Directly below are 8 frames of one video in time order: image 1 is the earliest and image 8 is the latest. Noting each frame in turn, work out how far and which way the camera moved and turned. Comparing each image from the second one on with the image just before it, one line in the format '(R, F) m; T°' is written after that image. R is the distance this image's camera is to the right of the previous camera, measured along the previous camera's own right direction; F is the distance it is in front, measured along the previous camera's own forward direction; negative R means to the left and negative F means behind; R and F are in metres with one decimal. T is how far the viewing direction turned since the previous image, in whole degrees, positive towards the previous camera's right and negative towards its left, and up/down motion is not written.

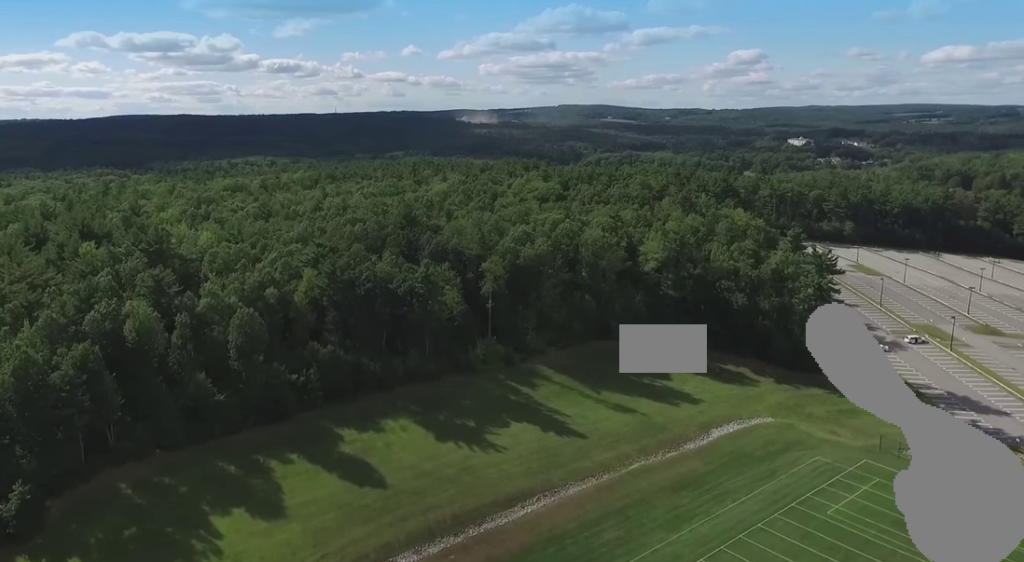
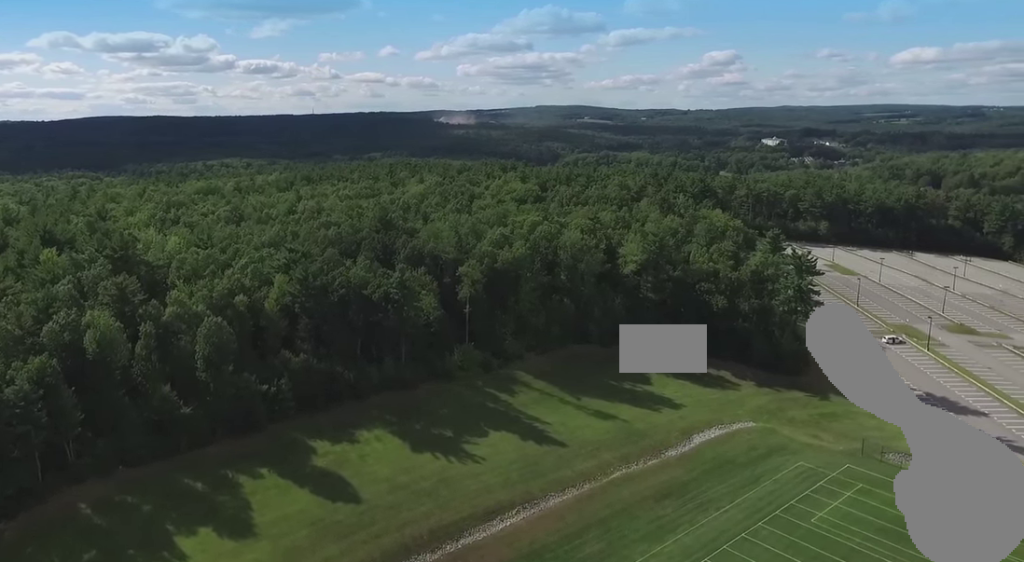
(+0.1, +3.6) m; +1°
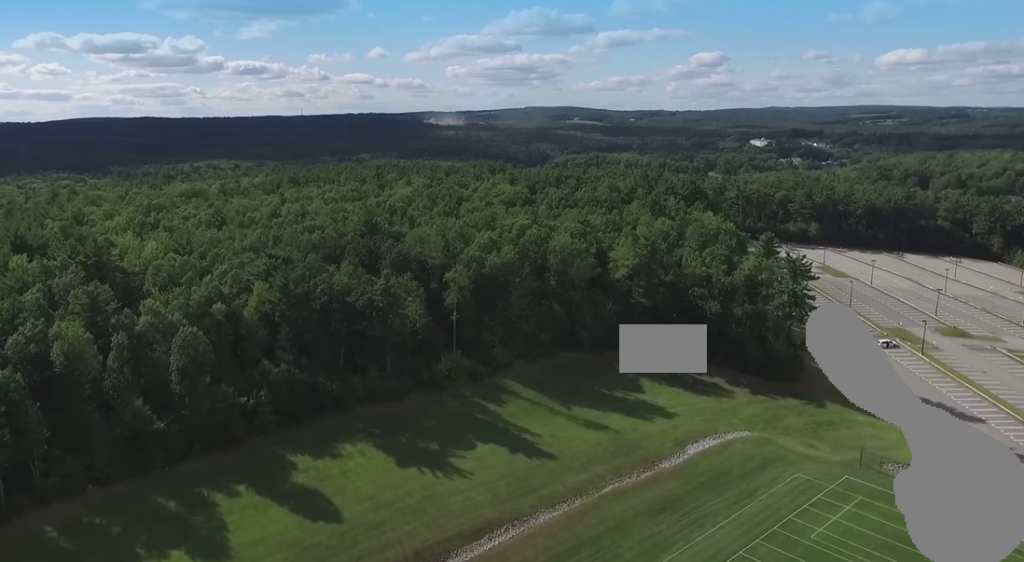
(0.0, +4.5) m; +1°
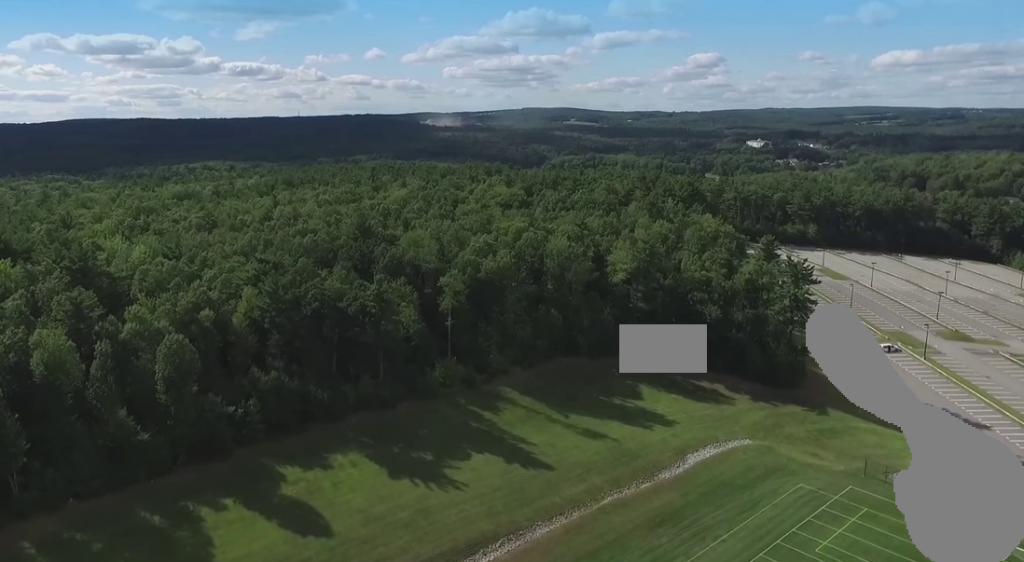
(0.0, +3.4) m; +1°
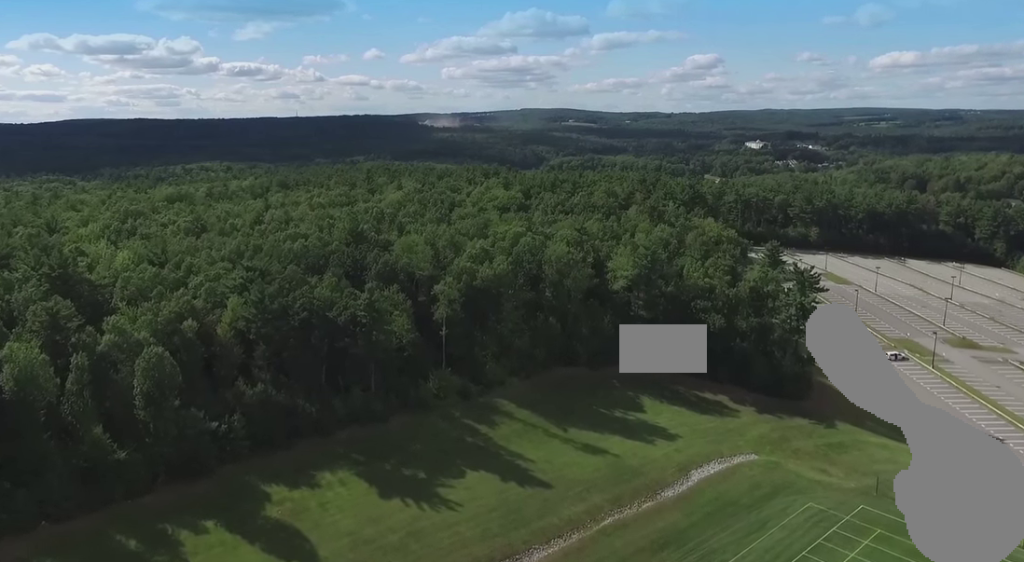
(+0.1, +5.4) m; +1°
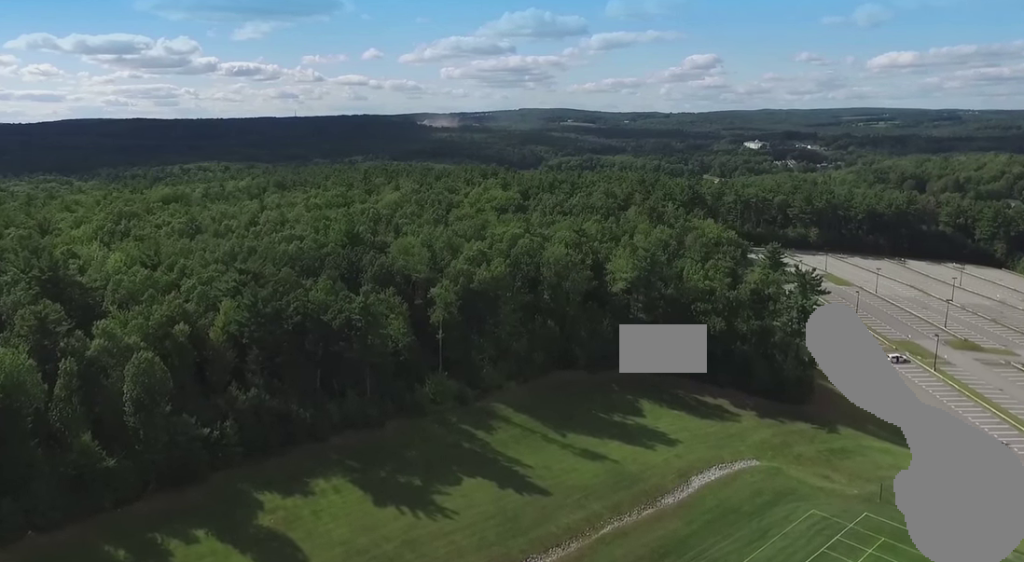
(0.0, +2.2) m; 0°
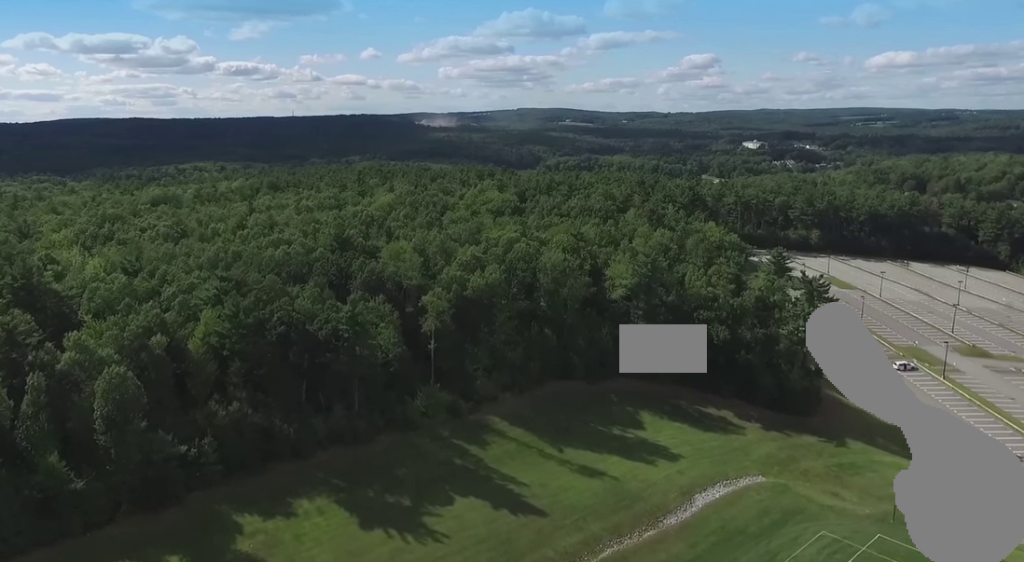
(-0.1, +5.9) m; -1°
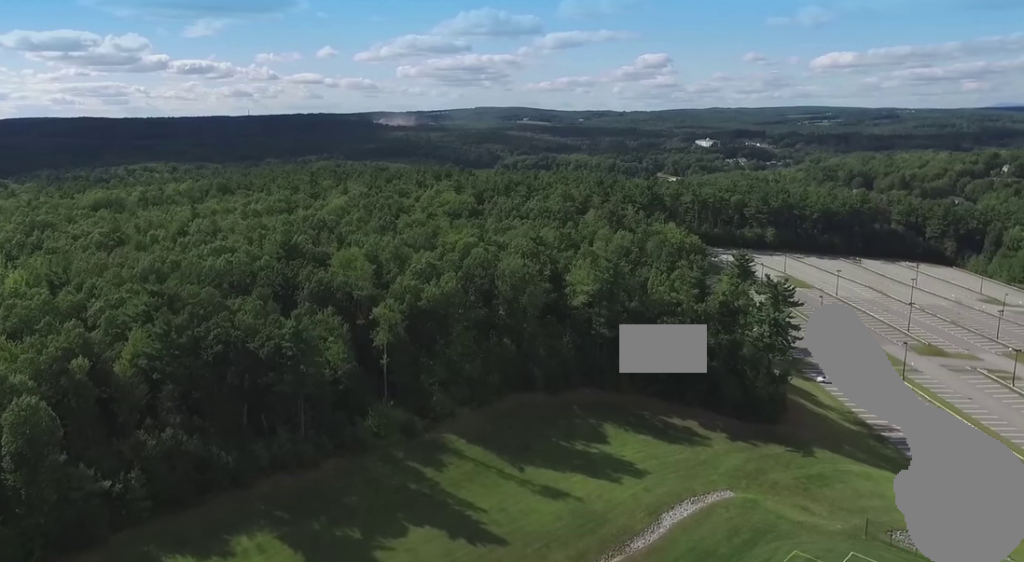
(0.0, +7.9) m; +3°
